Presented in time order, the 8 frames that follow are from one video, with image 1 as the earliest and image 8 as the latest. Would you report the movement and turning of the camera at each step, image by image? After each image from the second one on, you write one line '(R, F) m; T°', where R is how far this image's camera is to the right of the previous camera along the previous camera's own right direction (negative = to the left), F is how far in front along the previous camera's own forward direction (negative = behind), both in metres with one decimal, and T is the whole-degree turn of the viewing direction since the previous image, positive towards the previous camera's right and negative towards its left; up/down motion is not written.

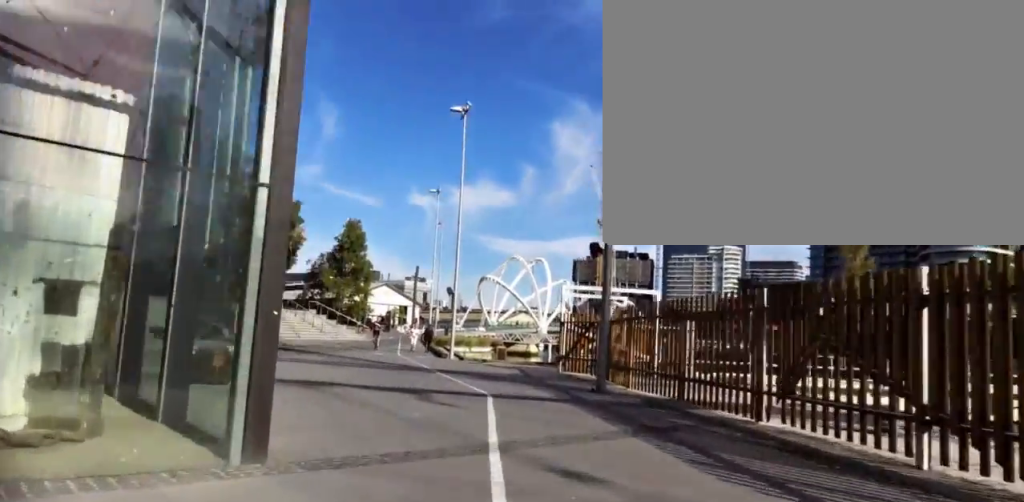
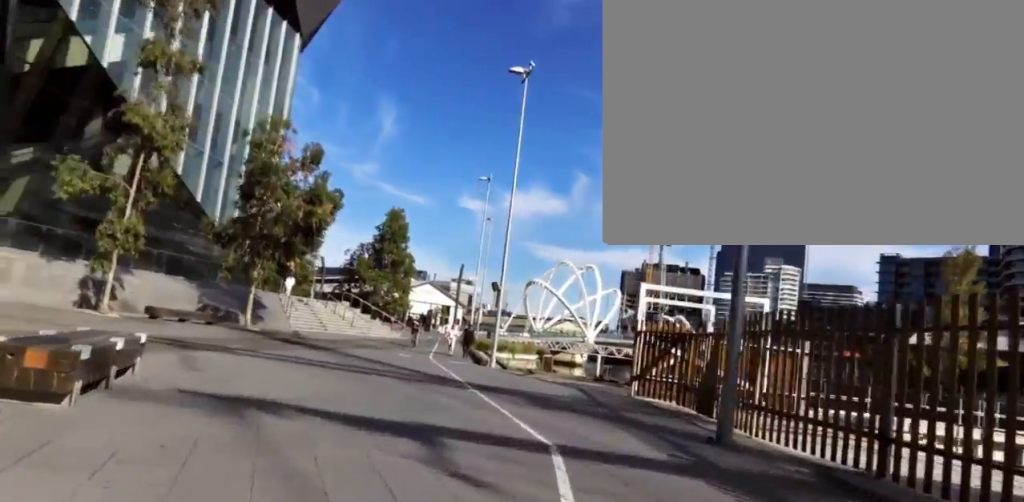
(0.0, +5.2) m; -2°
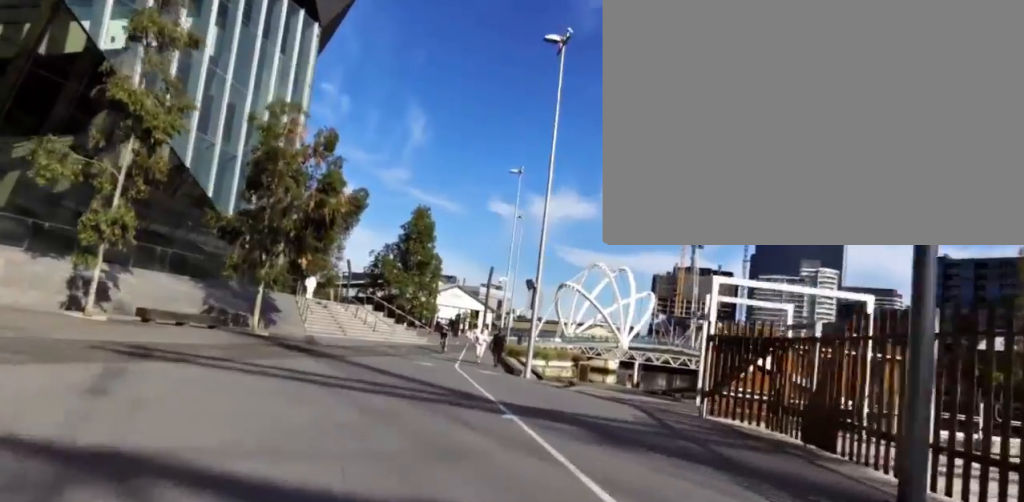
(+0.1, +3.1) m; -3°
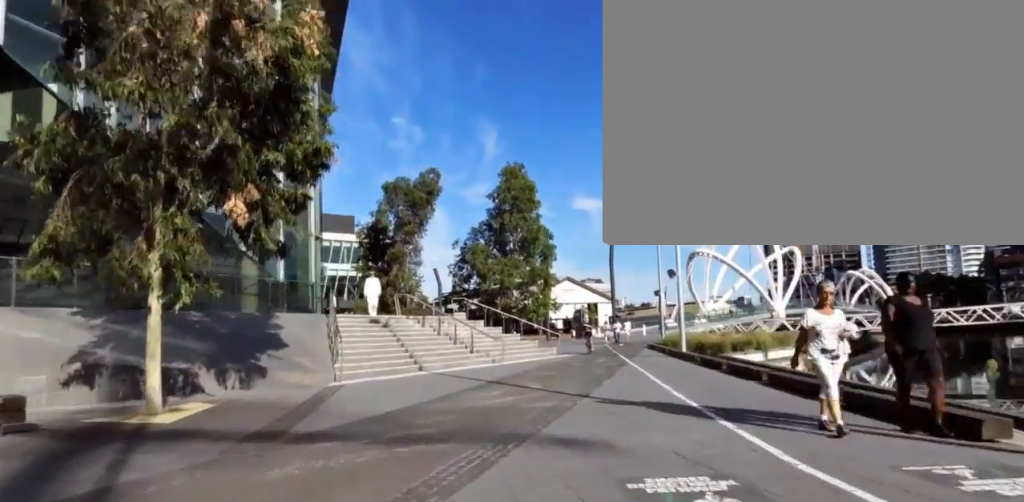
(-2.1, +15.4) m; -10°
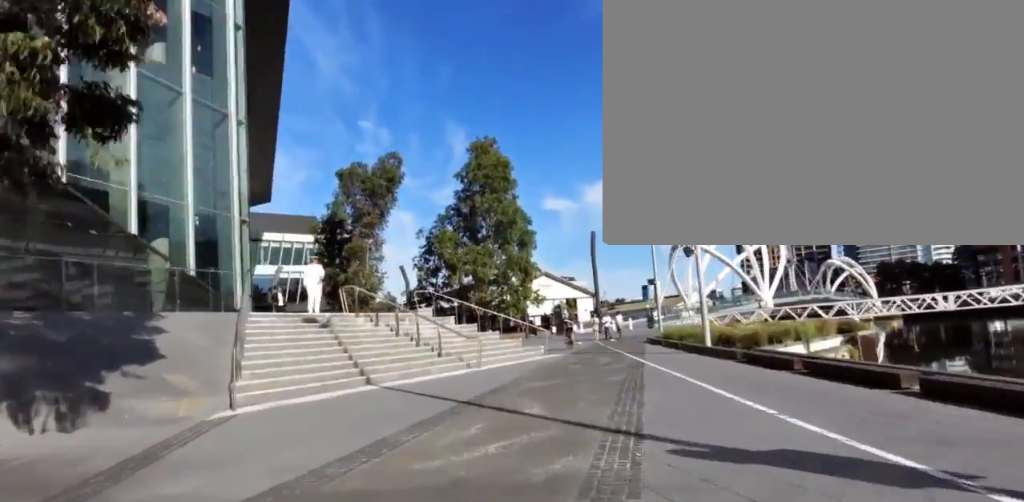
(0.0, +5.2) m; -3°
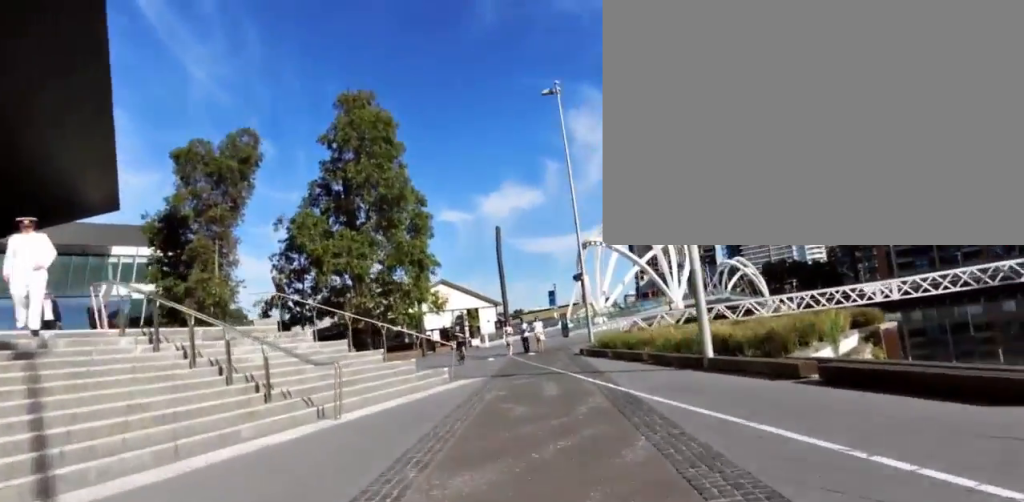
(-0.3, +7.4) m; 0°
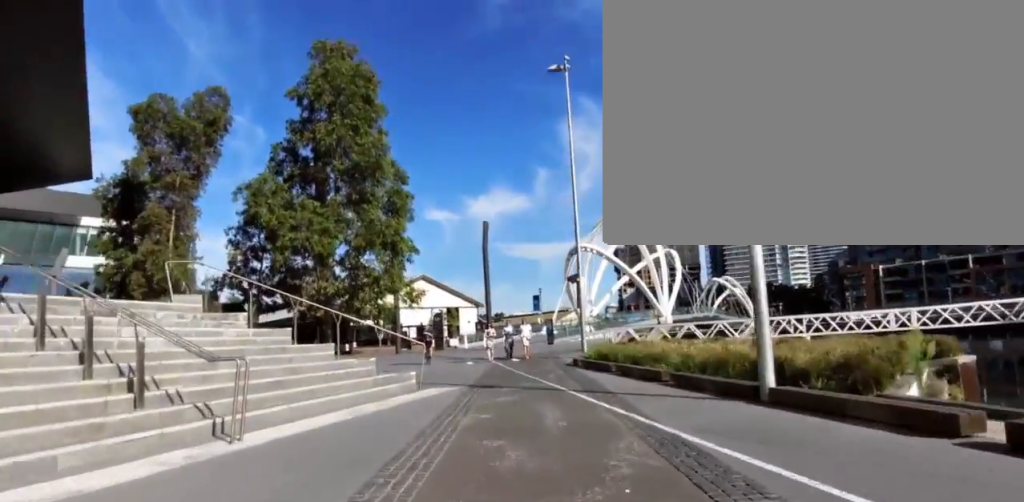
(-0.5, +3.3) m; +3°
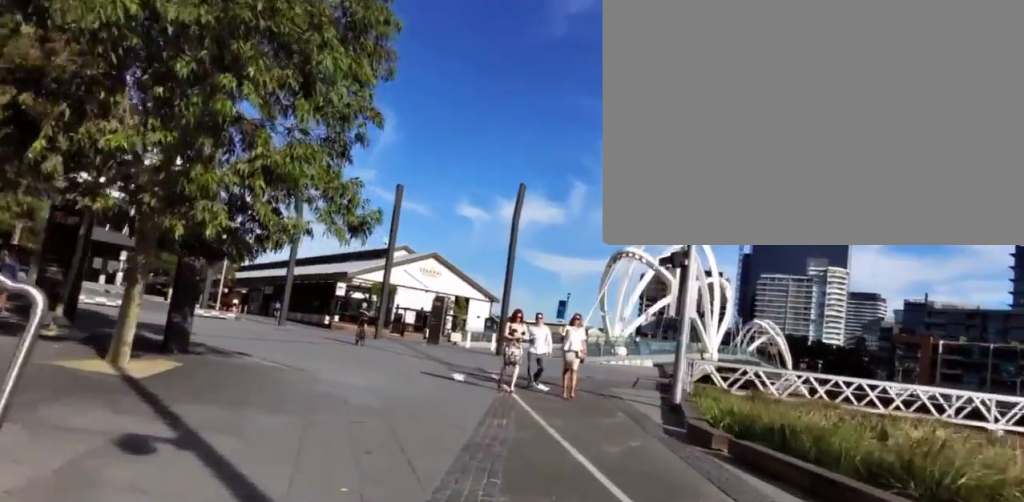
(+0.9, +11.6) m; -5°
